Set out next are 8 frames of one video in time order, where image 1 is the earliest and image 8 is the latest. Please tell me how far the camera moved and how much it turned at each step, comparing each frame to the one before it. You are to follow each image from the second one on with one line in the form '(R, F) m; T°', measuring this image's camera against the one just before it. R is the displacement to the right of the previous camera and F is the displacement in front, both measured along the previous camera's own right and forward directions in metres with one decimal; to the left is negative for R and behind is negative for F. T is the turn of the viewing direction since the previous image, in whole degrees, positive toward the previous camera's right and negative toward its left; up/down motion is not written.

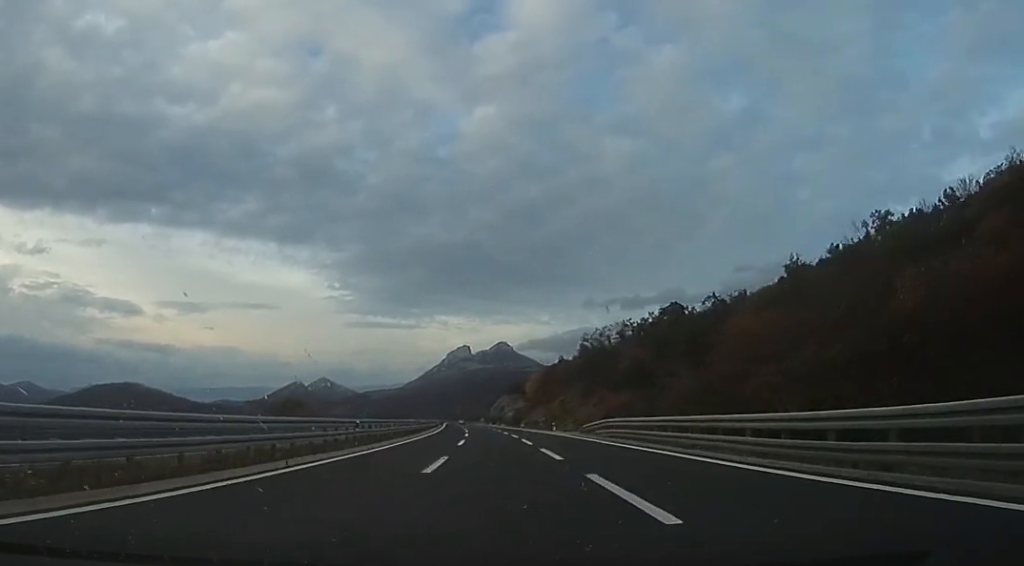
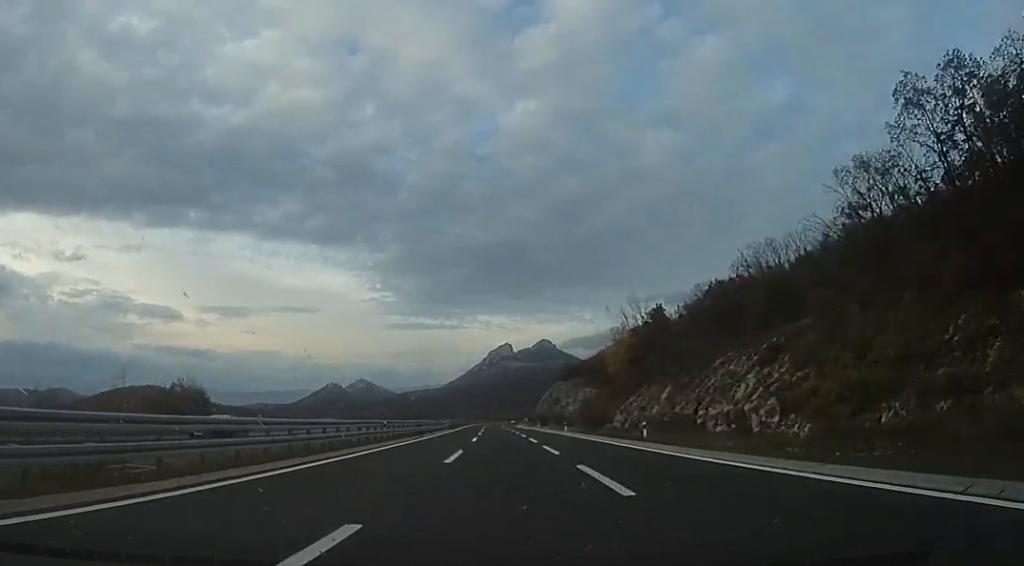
(-0.6, +67.3) m; -3°
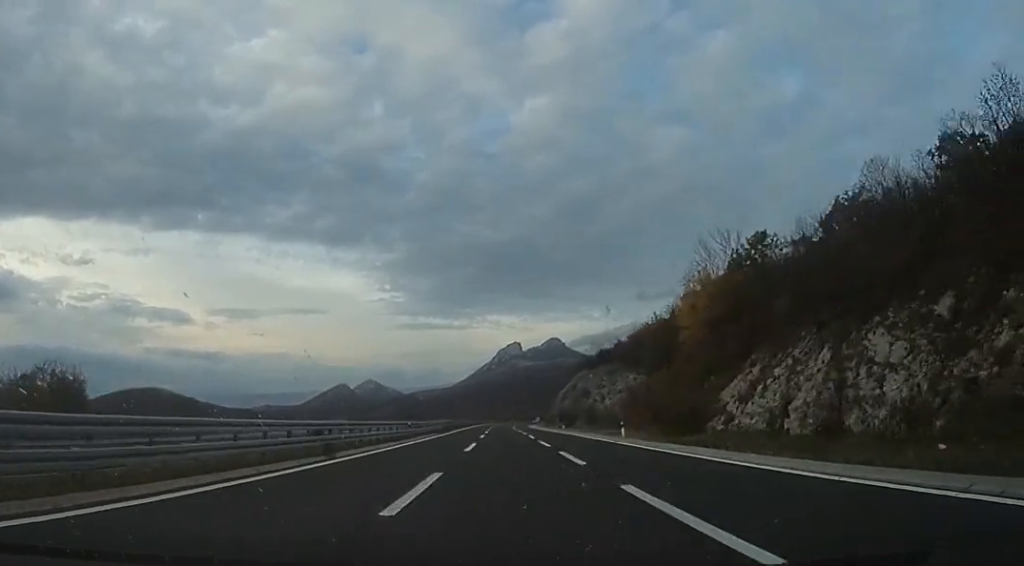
(-0.4, +28.6) m; -2°
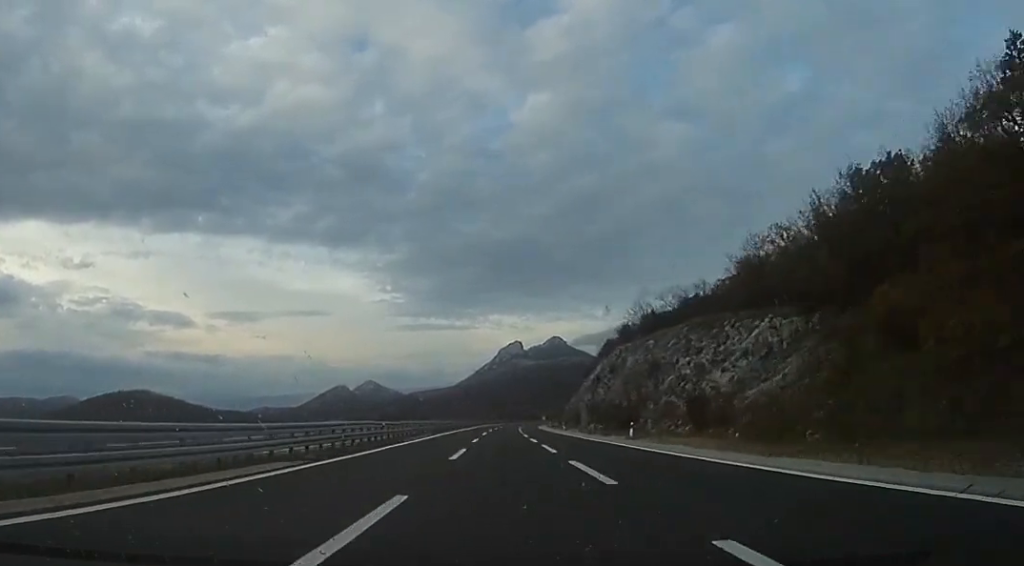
(-0.6, +40.1) m; +1°
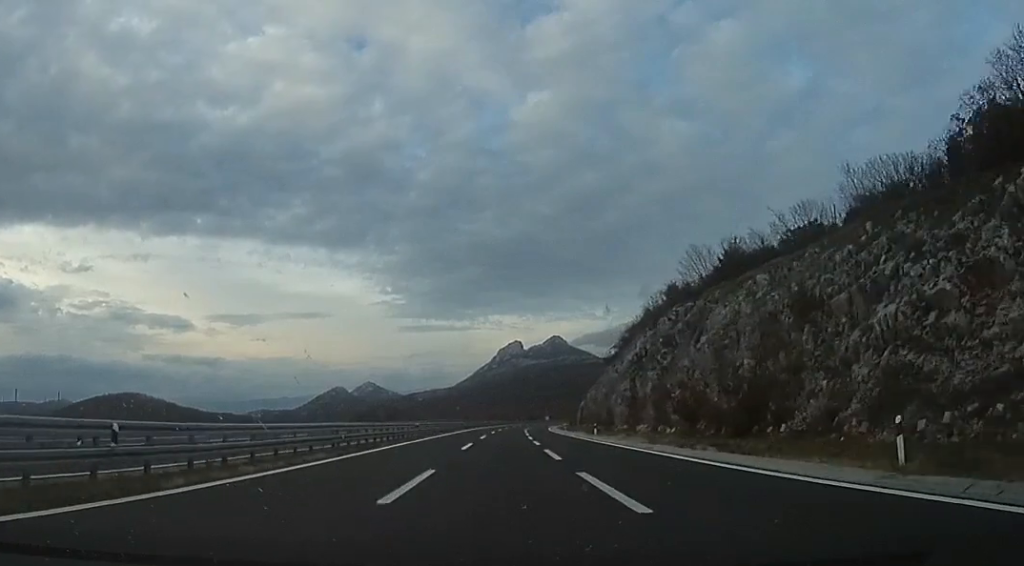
(+0.6, +26.2) m; 0°
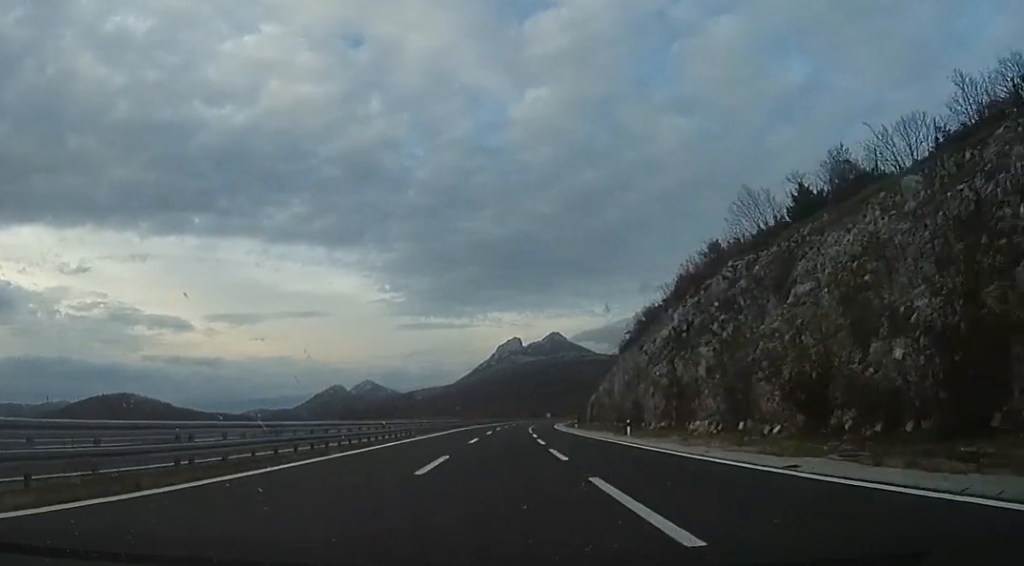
(-0.1, +13.8) m; 0°
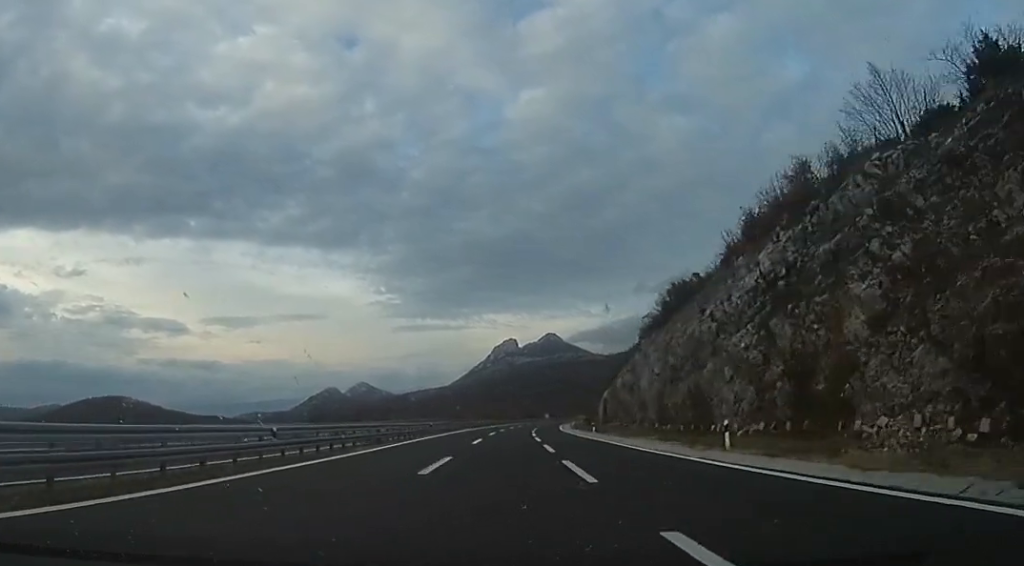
(-0.3, +17.2) m; -1°
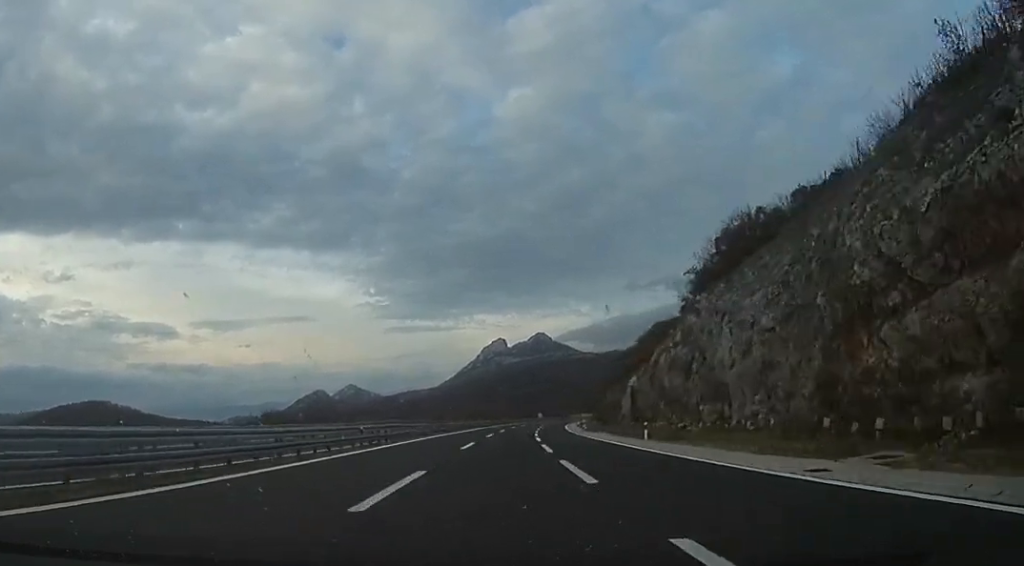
(-0.1, +23.9) m; +1°
